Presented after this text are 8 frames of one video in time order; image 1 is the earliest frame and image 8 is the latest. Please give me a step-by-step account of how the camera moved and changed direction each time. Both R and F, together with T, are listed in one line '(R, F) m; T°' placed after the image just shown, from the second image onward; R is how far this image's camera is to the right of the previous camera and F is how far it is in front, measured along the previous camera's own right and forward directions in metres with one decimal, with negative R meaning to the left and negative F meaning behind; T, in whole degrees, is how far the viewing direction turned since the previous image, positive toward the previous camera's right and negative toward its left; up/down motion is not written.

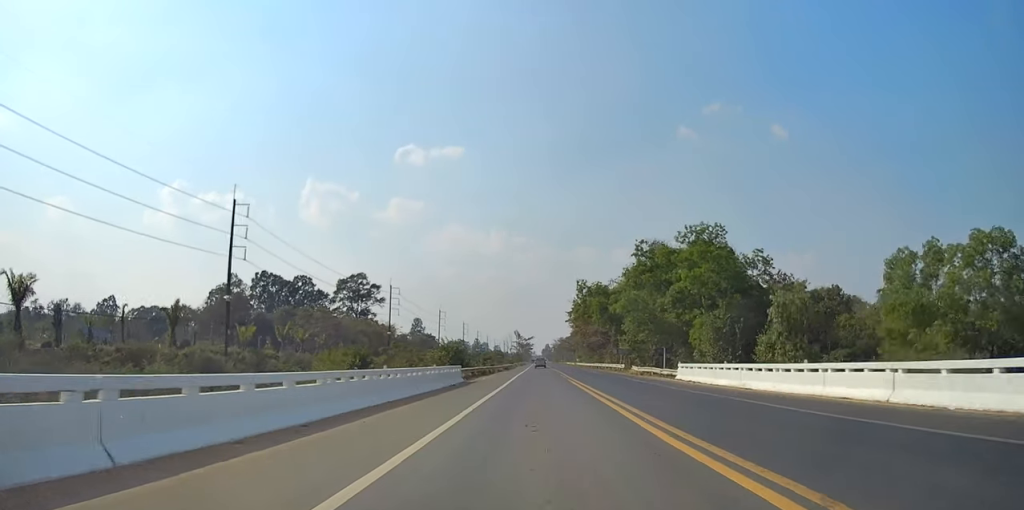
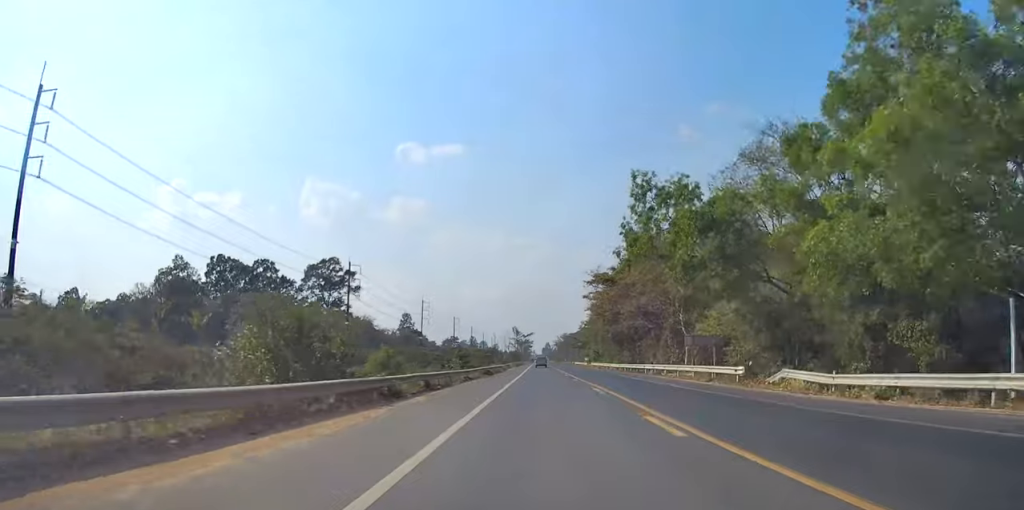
(-0.1, +37.1) m; 0°
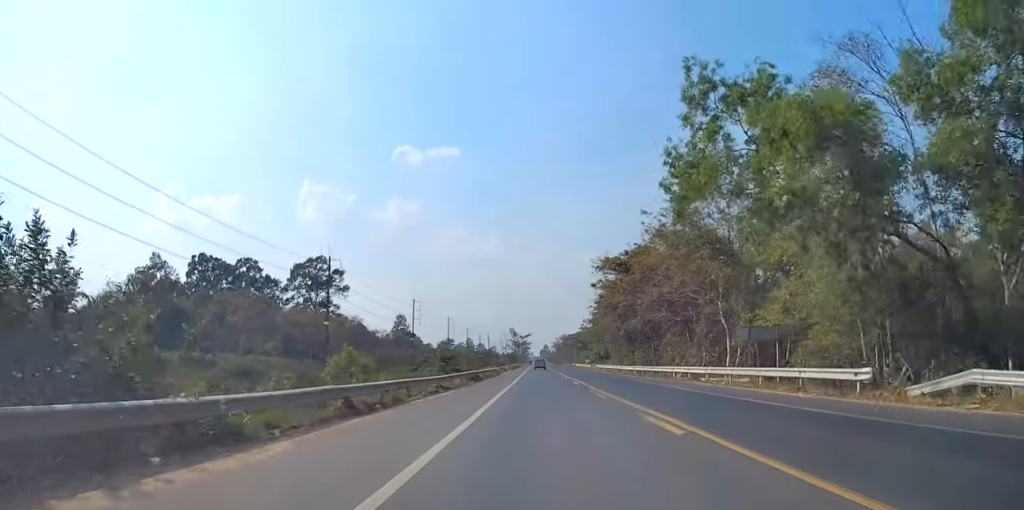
(0.0, +10.2) m; 0°
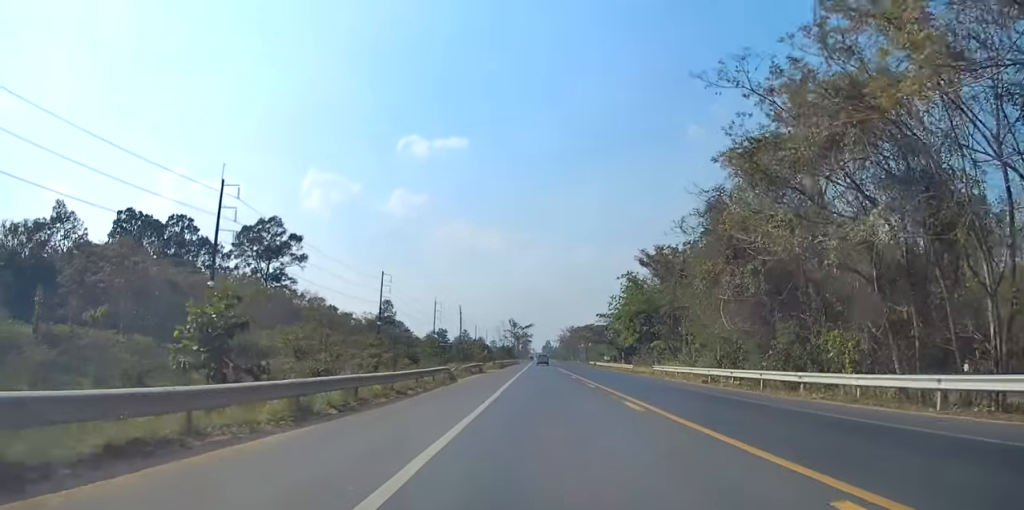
(-0.3, +43.5) m; -1°
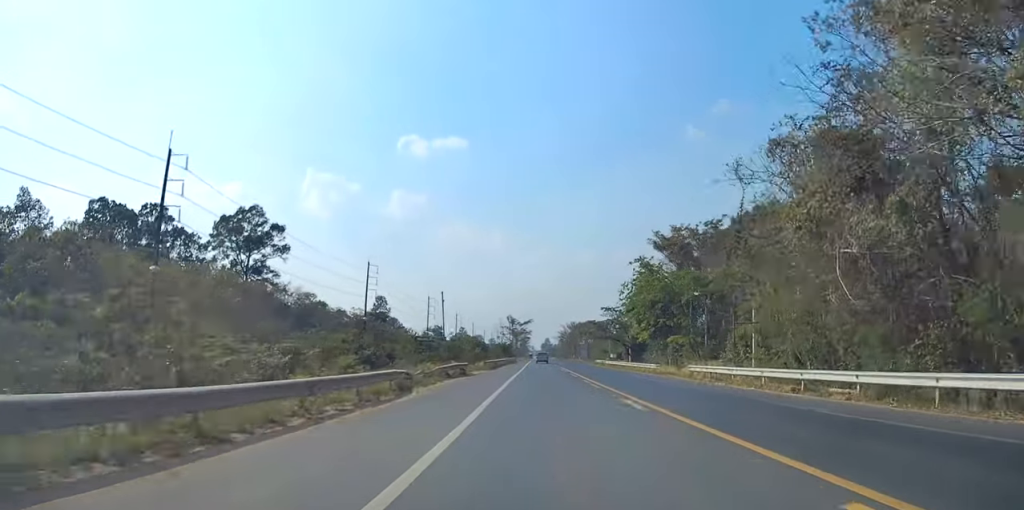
(-0.1, +12.0) m; 0°
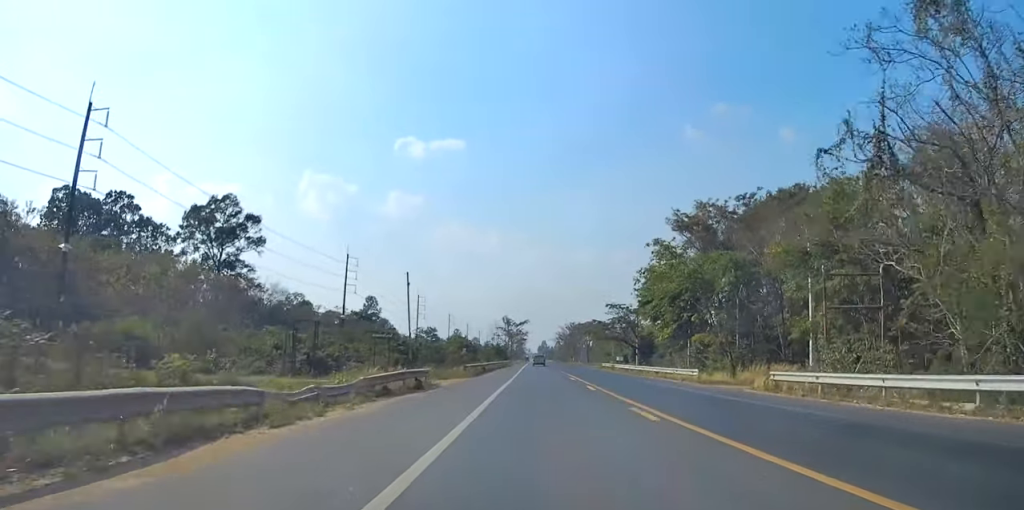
(+0.1, +14.0) m; 0°
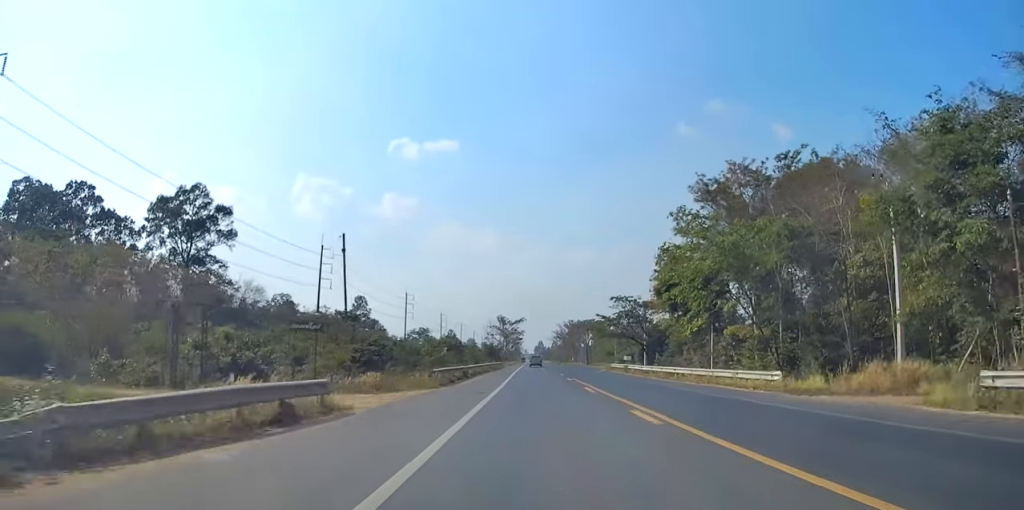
(0.0, +13.2) m; +1°
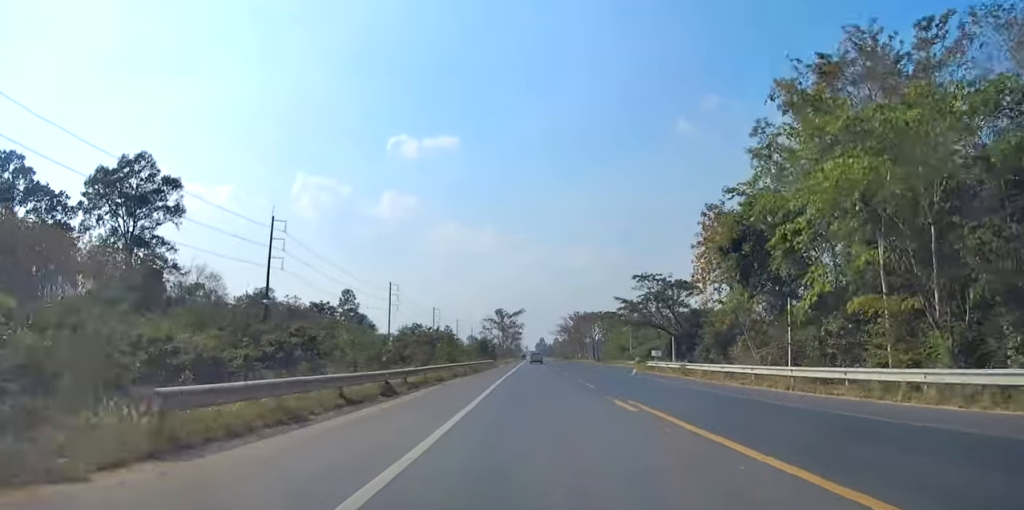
(+0.1, +21.0) m; 0°
